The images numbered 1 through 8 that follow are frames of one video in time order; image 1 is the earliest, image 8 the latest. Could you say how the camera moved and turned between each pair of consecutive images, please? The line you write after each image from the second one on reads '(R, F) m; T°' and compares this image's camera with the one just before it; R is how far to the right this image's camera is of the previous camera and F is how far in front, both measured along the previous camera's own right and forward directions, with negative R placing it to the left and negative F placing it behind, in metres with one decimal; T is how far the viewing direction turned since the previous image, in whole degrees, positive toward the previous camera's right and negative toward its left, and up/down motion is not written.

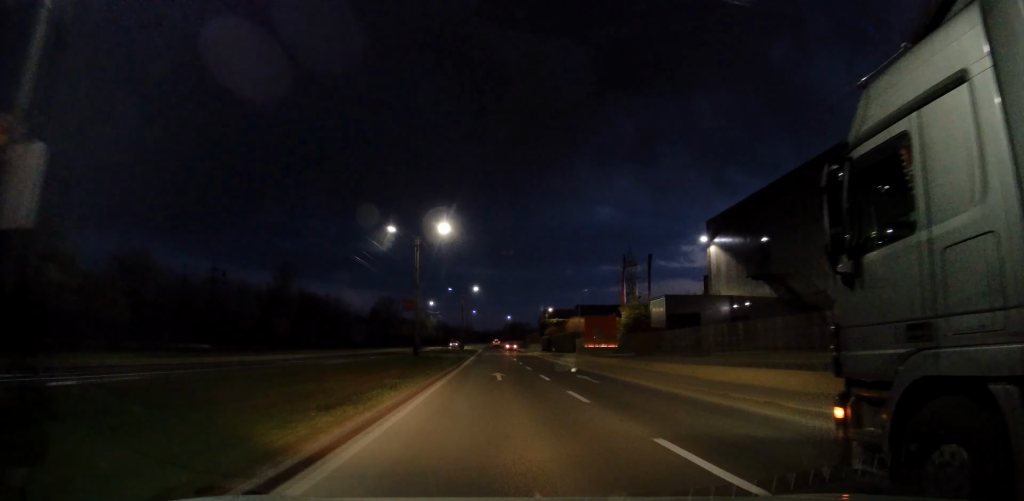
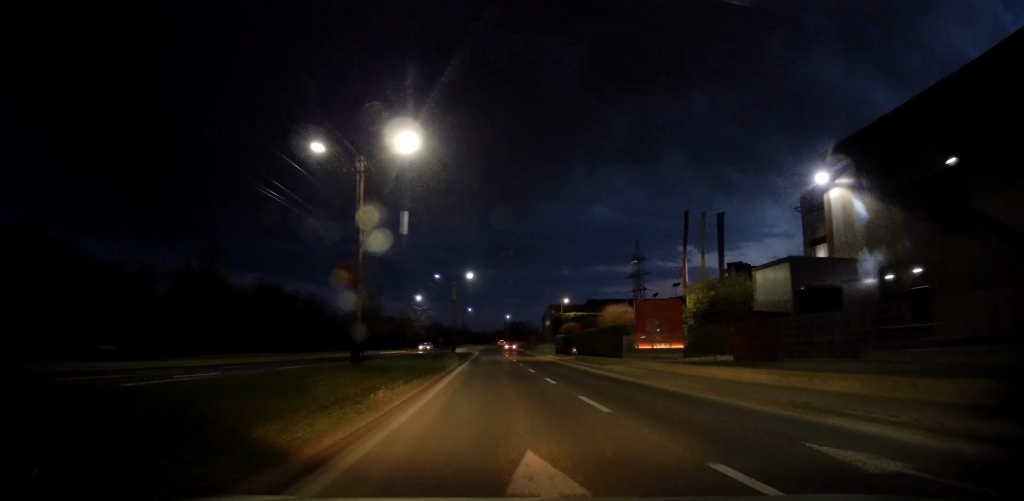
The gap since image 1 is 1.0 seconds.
(+0.3, +17.8) m; 0°
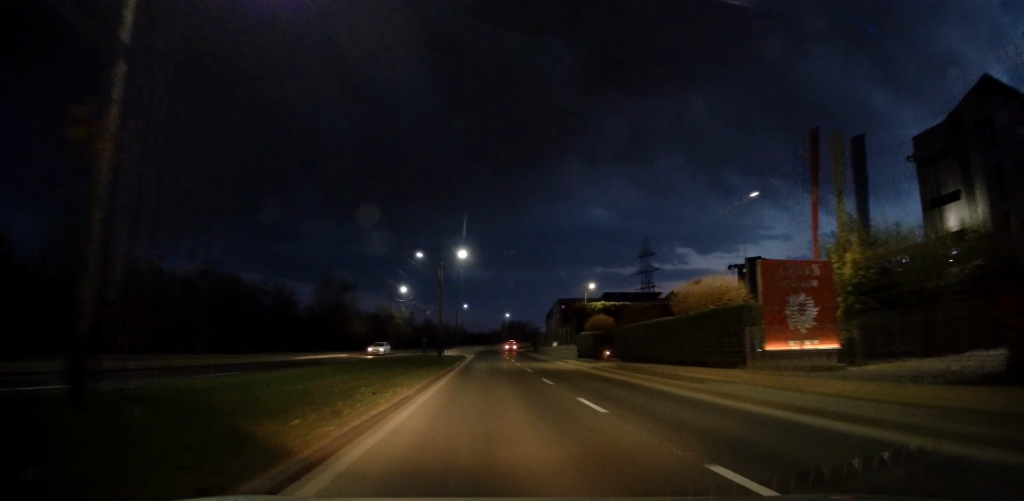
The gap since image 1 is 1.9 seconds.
(-0.3, +15.8) m; -1°
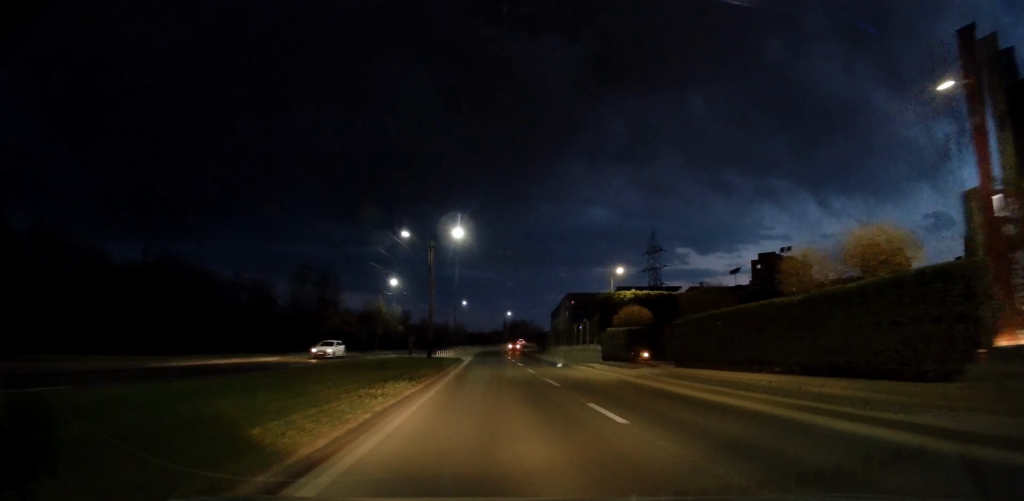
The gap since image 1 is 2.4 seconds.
(0.0, +9.4) m; 0°
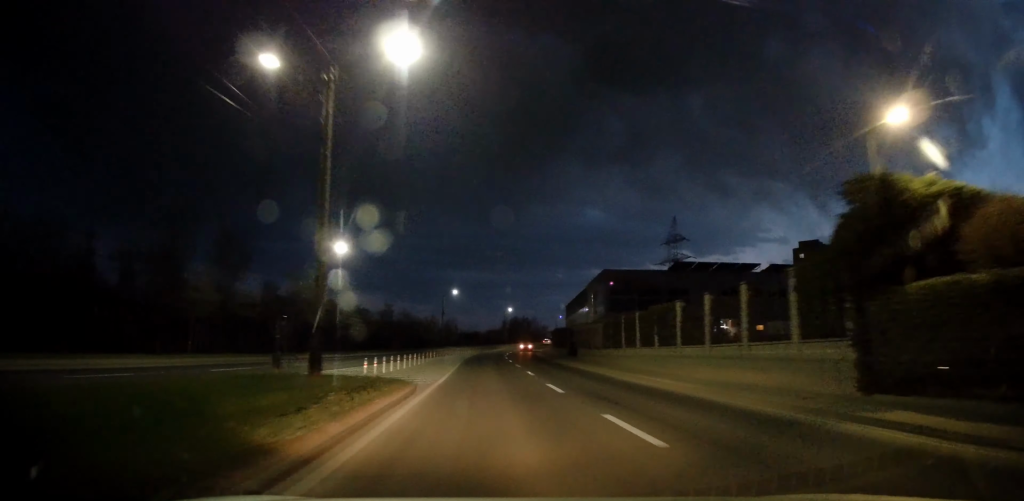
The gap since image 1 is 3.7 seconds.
(0.0, +26.3) m; 0°
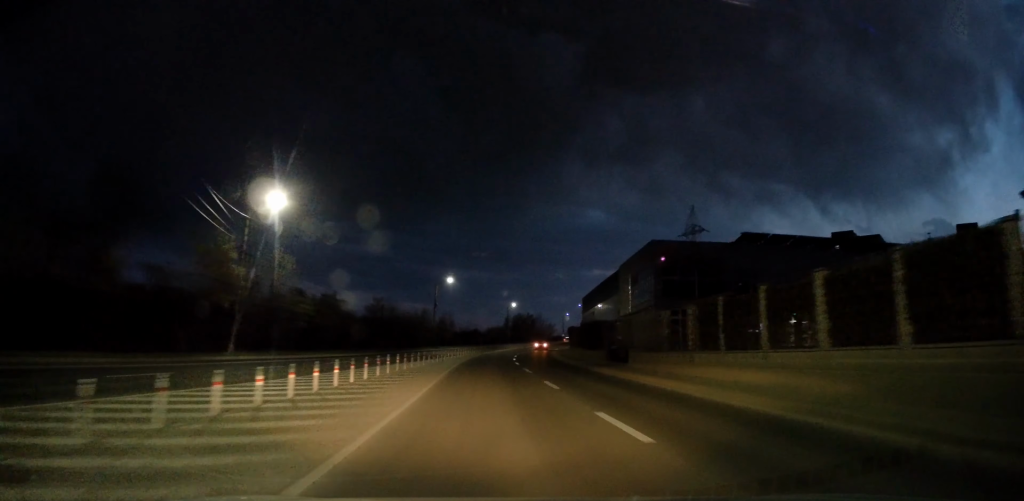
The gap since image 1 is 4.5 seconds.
(+0.2, +15.9) m; +1°
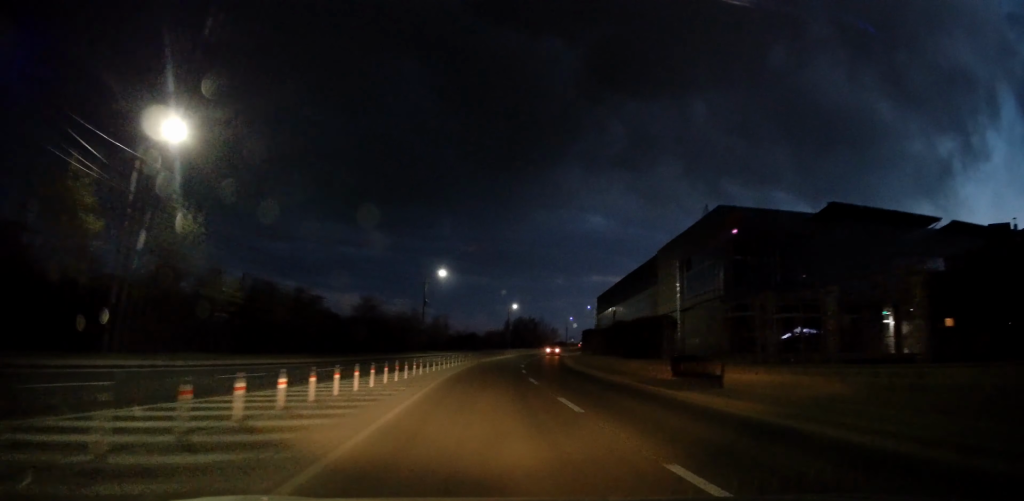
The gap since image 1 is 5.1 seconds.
(+0.1, +12.1) m; +1°
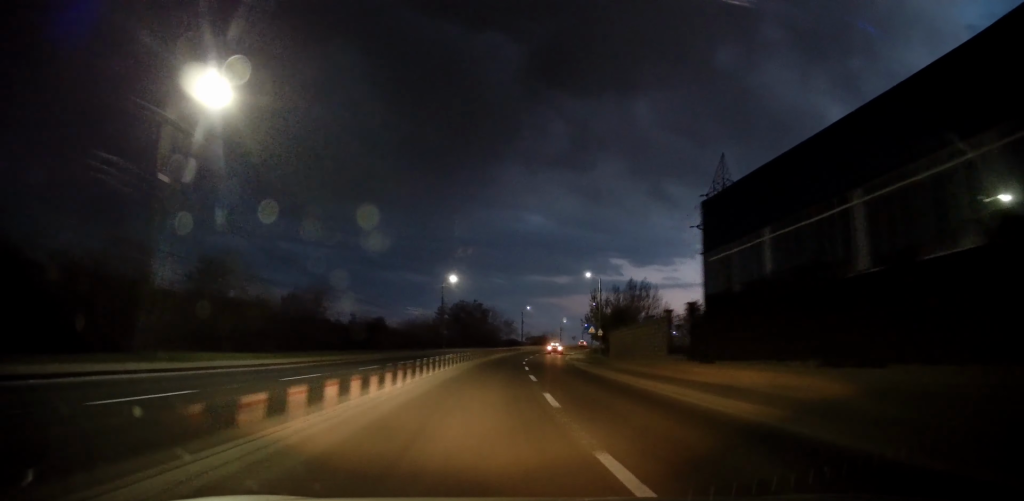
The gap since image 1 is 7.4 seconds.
(+1.9, +47.5) m; +5°
